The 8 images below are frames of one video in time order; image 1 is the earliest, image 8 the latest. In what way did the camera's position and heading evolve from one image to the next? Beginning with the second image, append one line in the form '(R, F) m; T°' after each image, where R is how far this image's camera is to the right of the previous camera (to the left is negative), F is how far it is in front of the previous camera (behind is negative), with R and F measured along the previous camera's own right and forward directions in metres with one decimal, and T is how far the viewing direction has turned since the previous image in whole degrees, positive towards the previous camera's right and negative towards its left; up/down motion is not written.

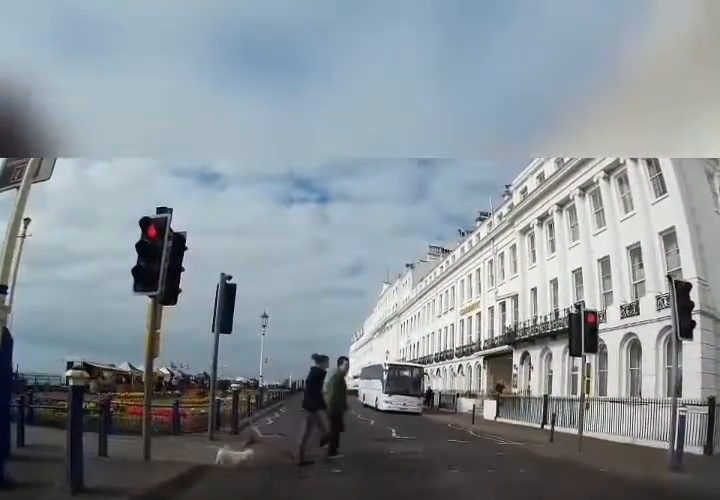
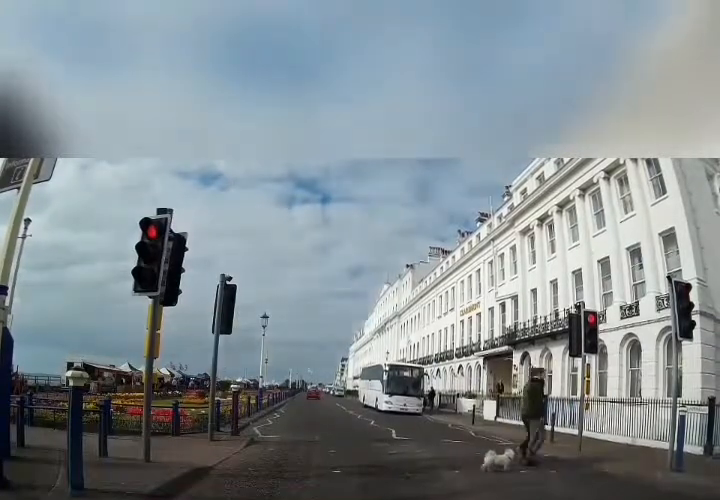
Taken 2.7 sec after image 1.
(0.0, 0.0) m; 0°
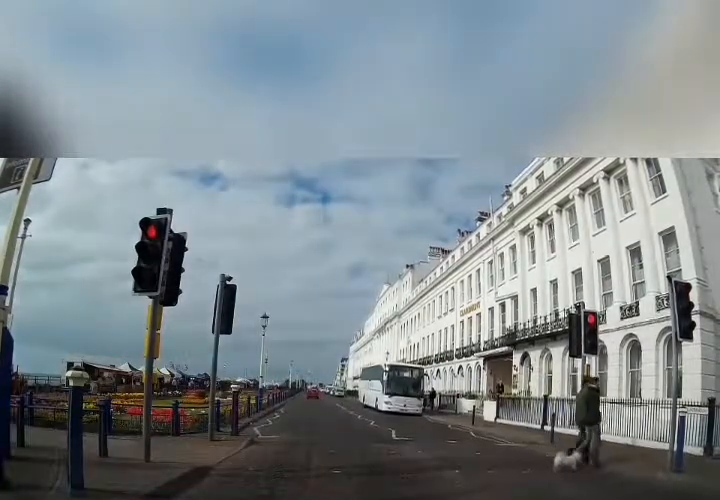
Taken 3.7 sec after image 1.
(0.0, 0.0) m; 0°
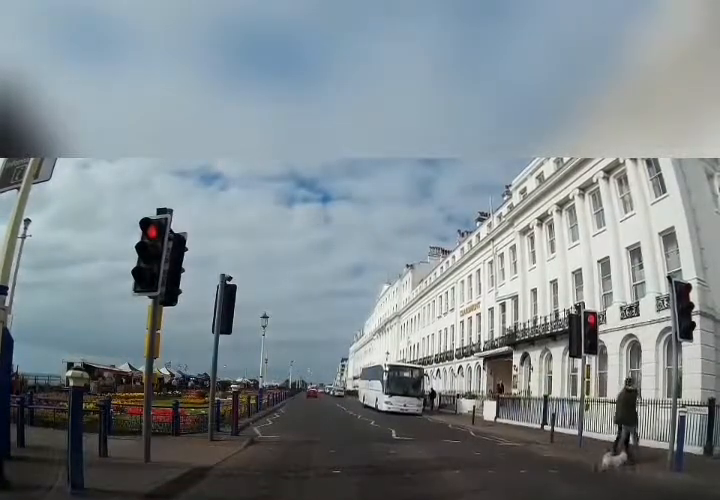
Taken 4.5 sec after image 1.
(0.0, 0.0) m; 0°
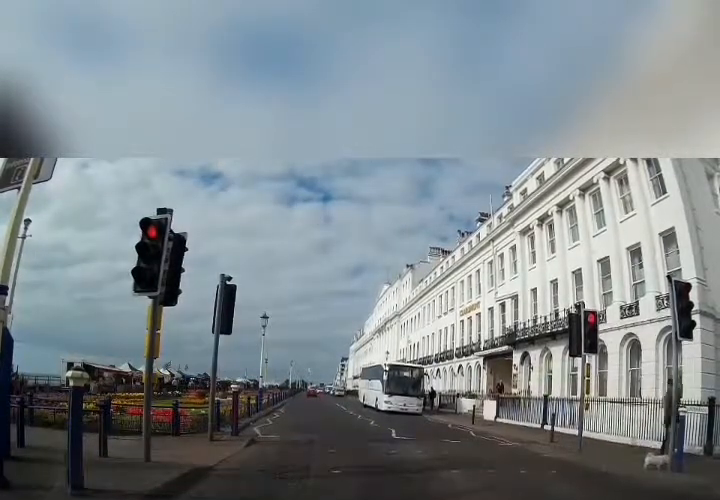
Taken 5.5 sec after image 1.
(0.0, +0.2) m; 0°
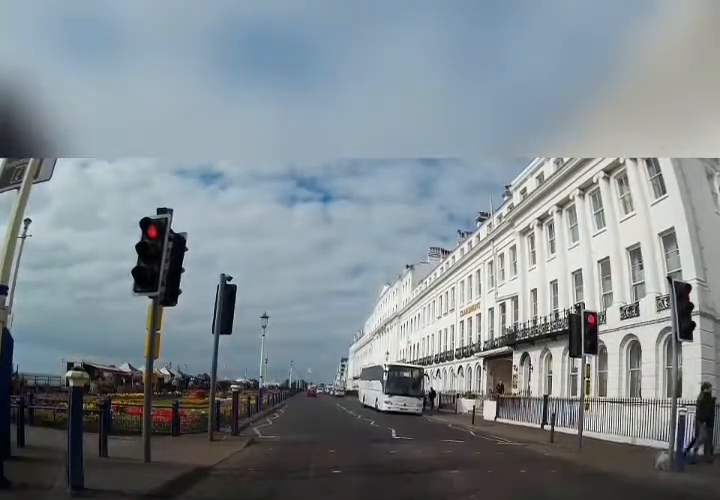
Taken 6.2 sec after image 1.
(0.0, 0.0) m; 0°
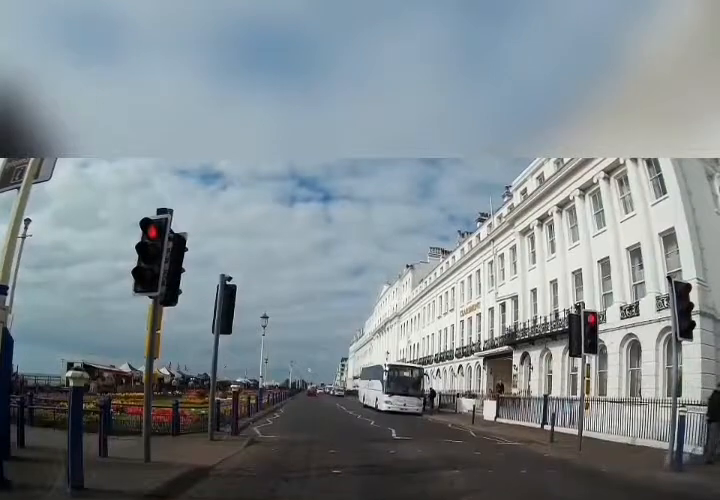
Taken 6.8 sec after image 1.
(0.0, 0.0) m; 0°
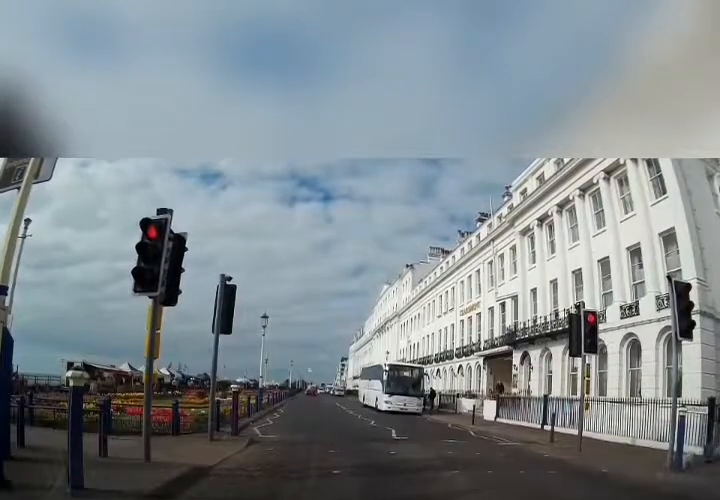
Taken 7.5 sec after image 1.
(-0.1, +0.2) m; 0°
